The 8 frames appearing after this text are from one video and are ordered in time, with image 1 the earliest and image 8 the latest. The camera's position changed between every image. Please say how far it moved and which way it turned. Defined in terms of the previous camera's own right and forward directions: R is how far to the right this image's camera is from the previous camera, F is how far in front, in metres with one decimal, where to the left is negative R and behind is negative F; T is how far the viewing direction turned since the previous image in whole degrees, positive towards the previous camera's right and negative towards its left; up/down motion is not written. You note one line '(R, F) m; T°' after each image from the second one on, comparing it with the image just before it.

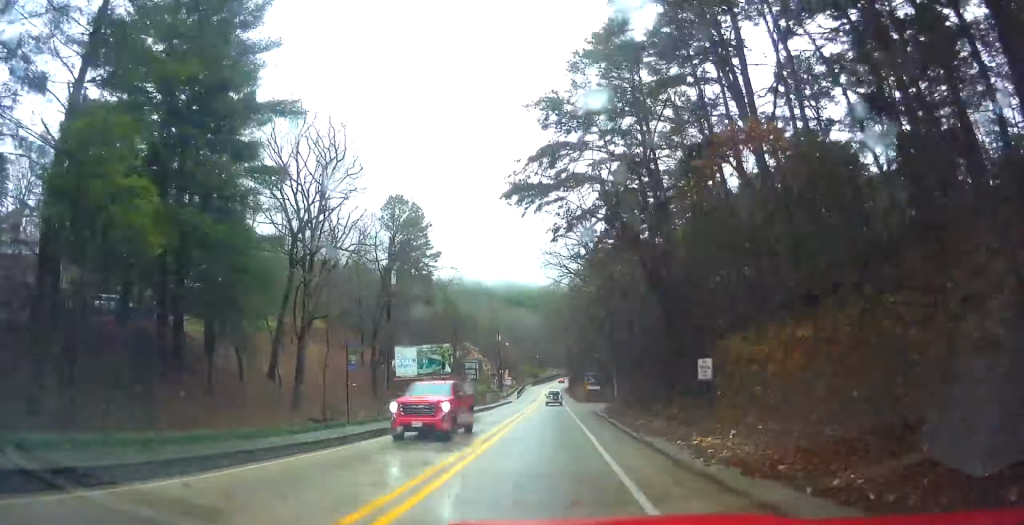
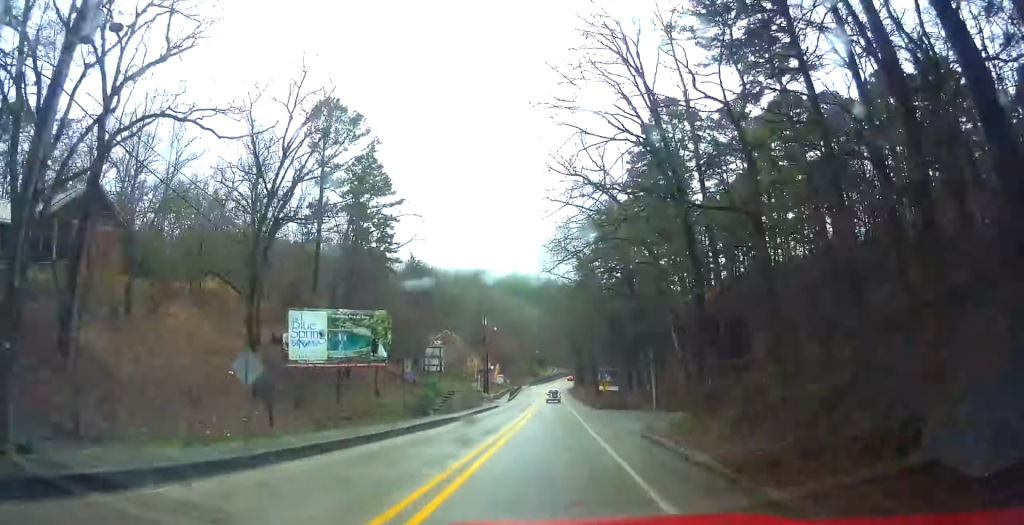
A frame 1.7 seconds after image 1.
(+0.2, +23.2) m; +1°
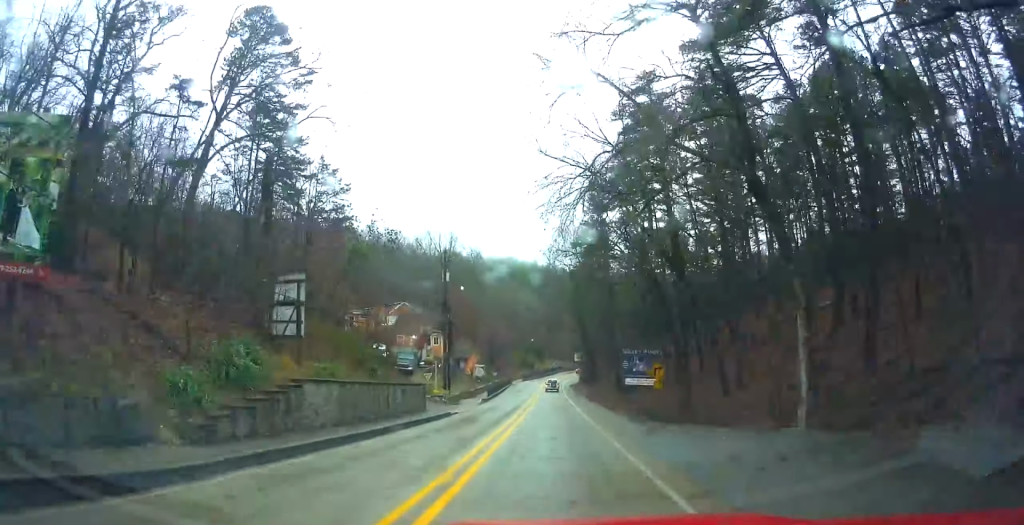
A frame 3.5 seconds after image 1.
(+0.1, +26.1) m; +1°
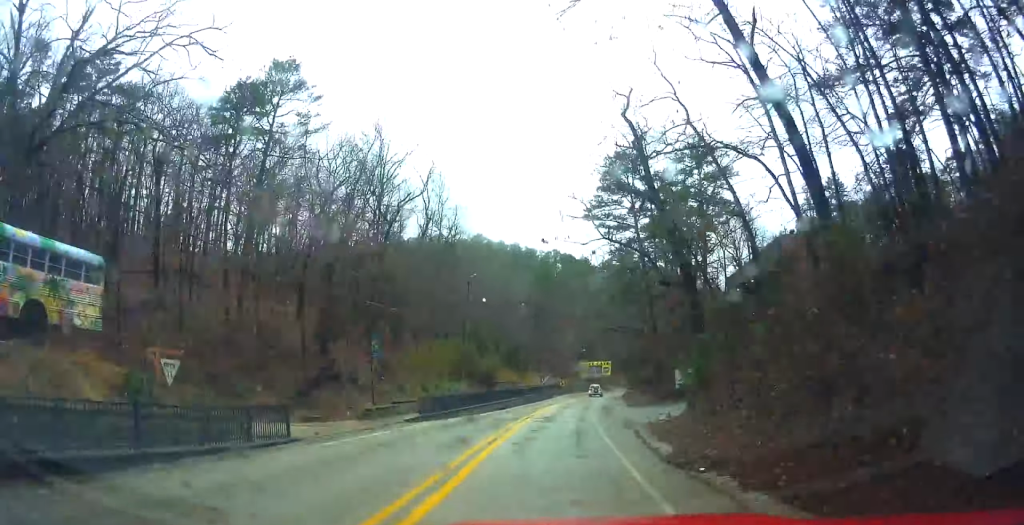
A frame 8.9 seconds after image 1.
(+2.1, +83.4) m; +3°
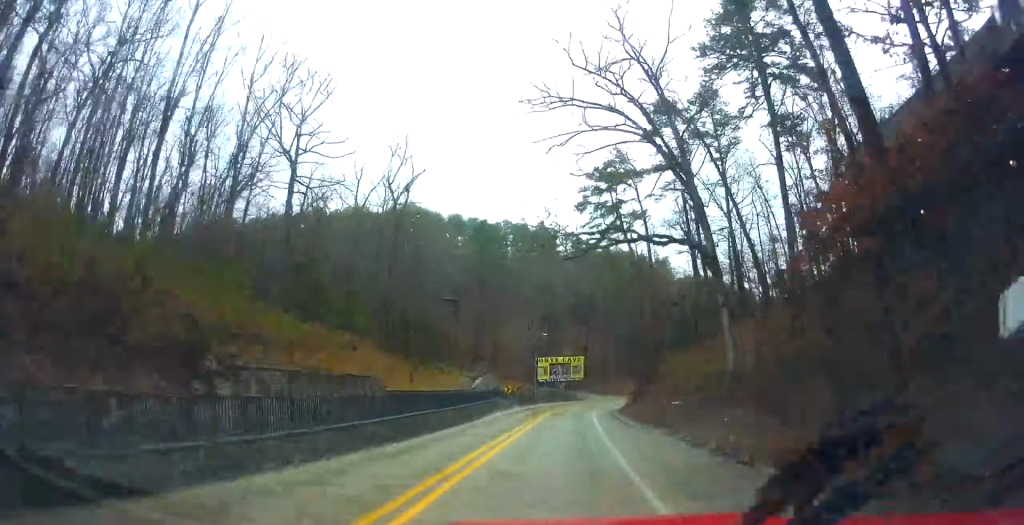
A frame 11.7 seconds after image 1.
(+0.5, +43.6) m; +3°
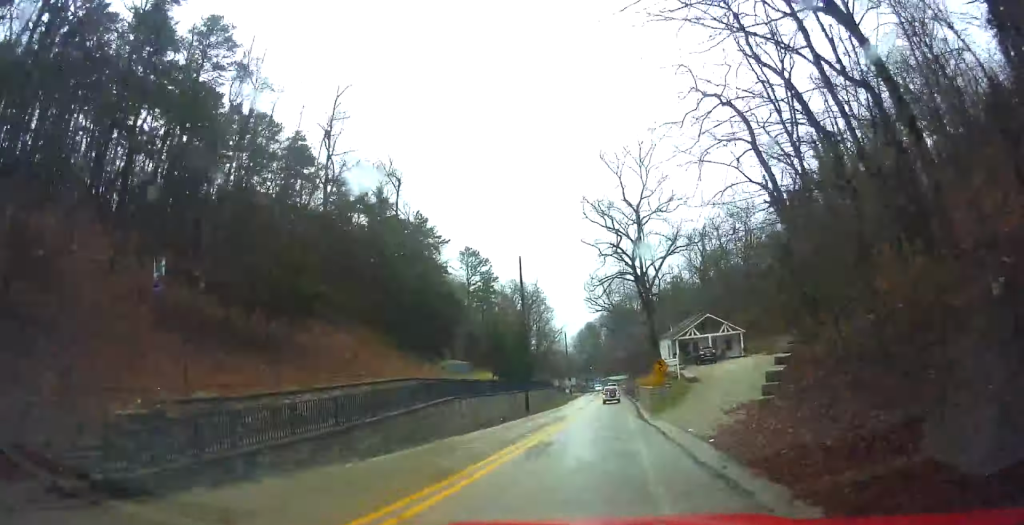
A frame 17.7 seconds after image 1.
(+12.6, +85.9) m; +26°
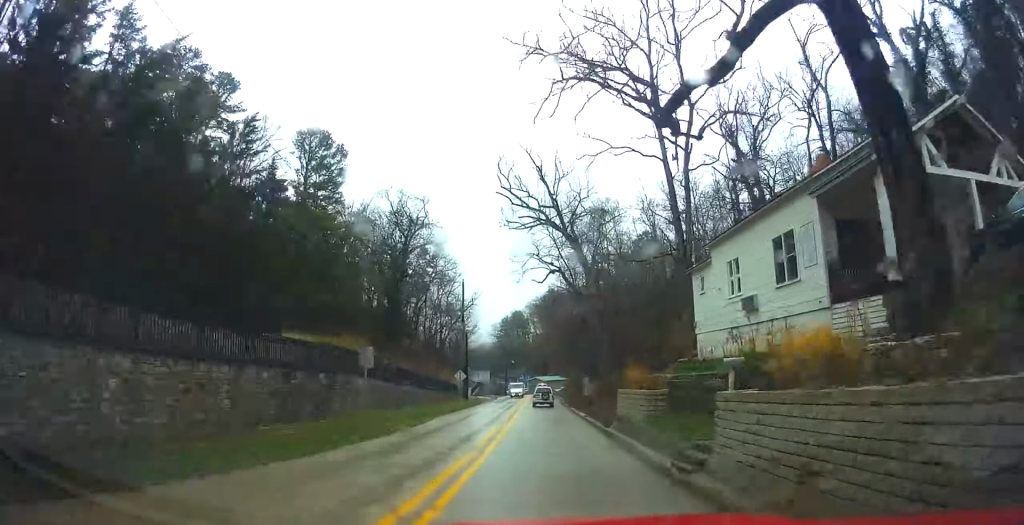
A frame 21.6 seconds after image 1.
(+11.2, +49.5) m; +15°
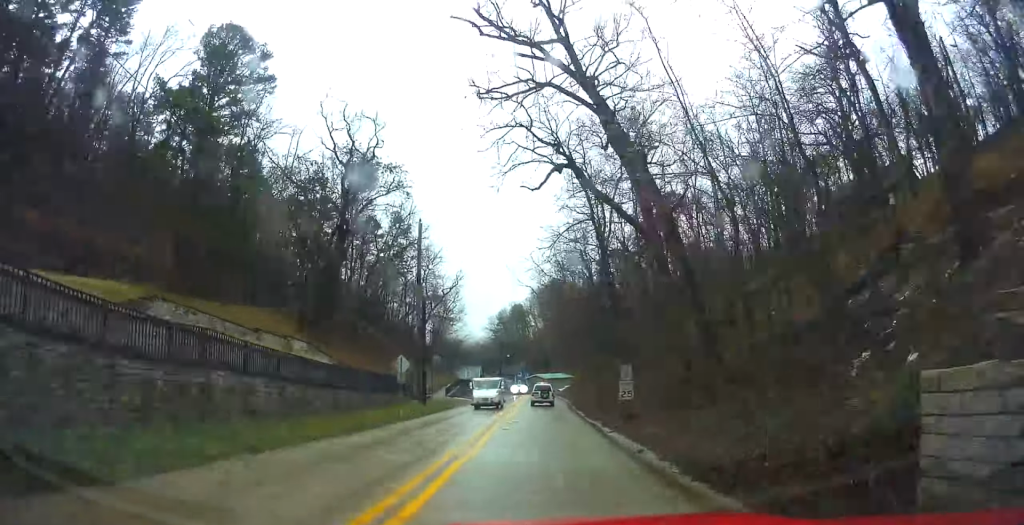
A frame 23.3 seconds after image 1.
(+1.0, +20.9) m; +1°
